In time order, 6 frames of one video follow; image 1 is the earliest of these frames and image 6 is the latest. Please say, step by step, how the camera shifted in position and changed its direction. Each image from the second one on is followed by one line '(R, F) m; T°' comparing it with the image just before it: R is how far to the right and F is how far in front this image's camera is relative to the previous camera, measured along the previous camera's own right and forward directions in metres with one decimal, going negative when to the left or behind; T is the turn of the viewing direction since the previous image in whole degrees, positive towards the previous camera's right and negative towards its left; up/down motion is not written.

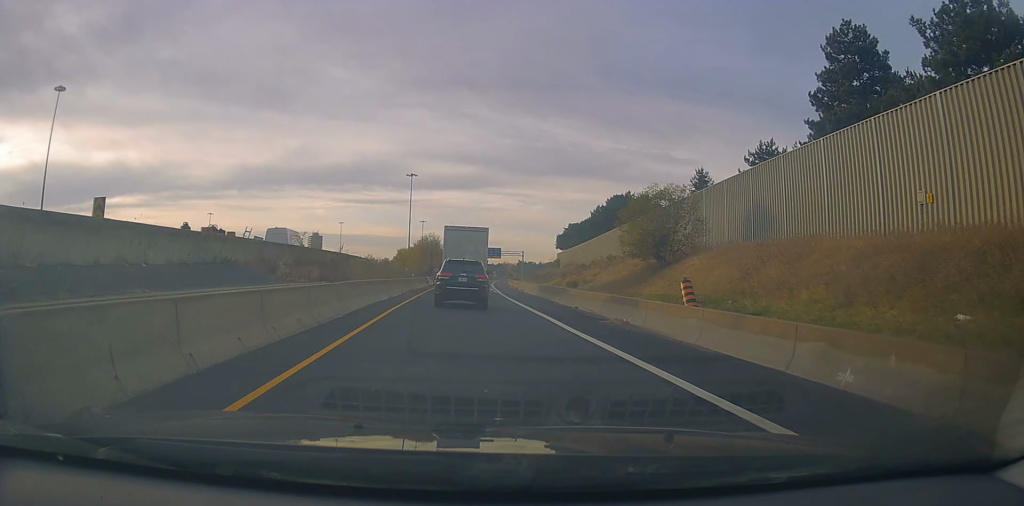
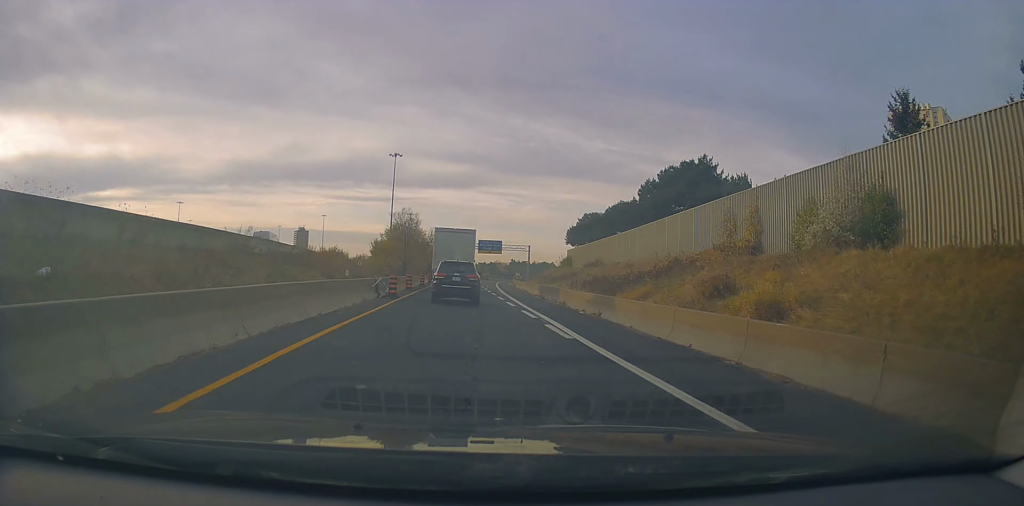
(+0.3, +30.8) m; +2°
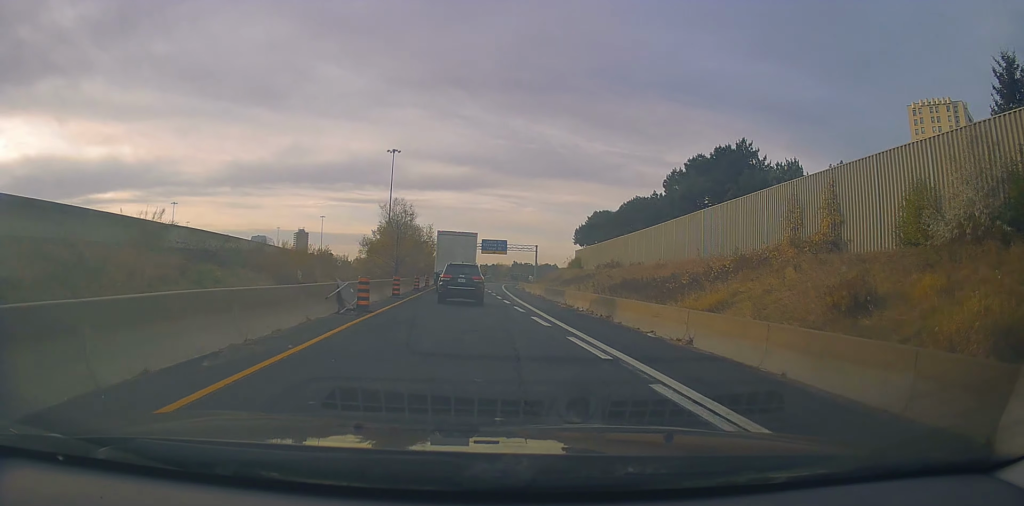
(+0.1, +8.5) m; 0°
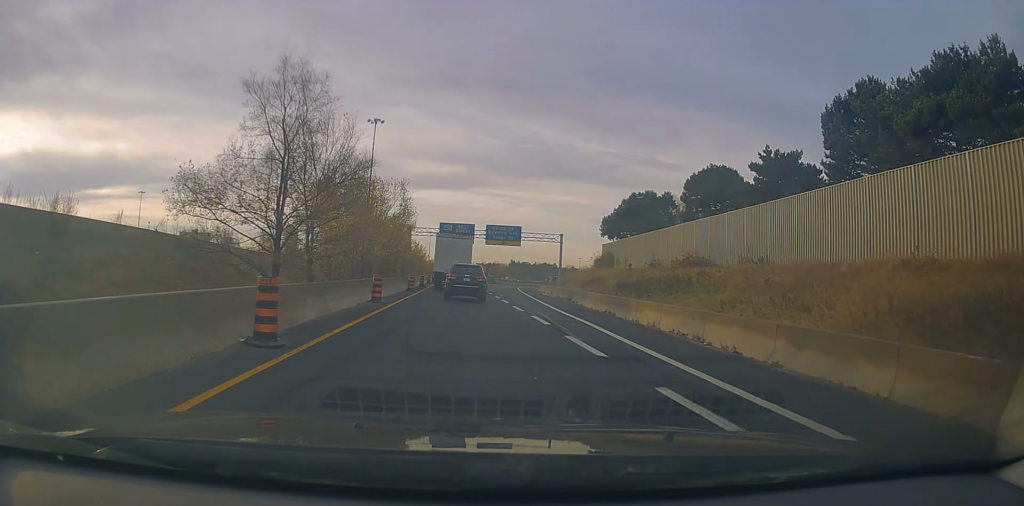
(-0.5, +30.0) m; -2°
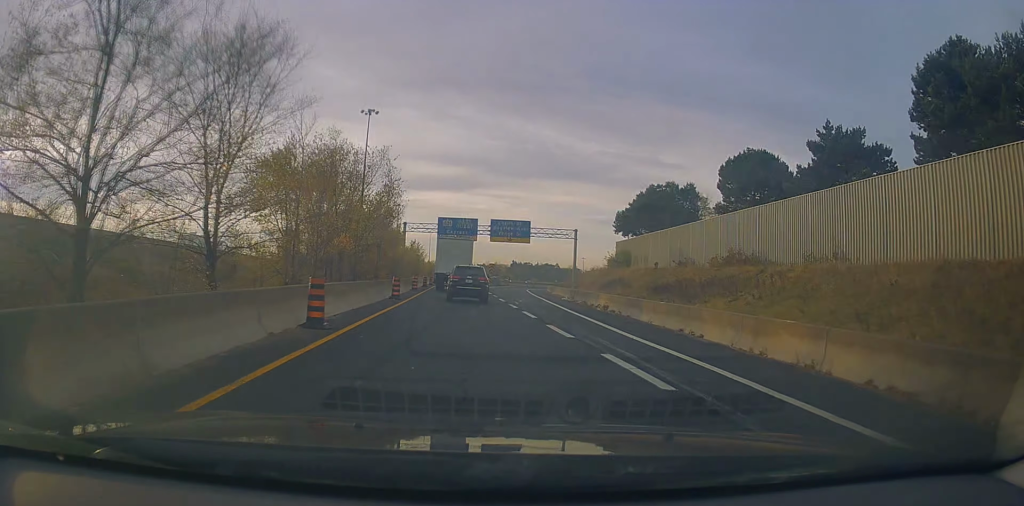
(0.0, +9.1) m; 0°
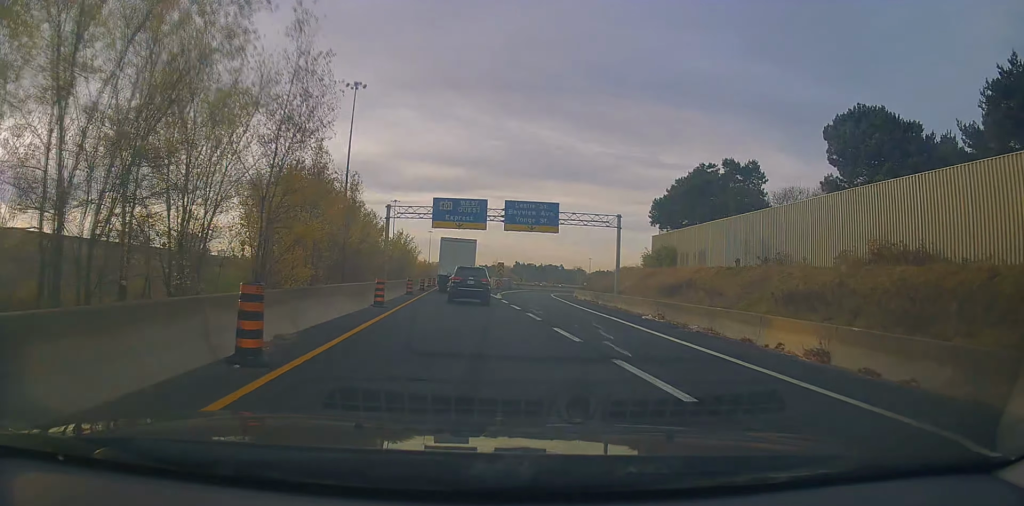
(+0.1, +18.0) m; +1°
